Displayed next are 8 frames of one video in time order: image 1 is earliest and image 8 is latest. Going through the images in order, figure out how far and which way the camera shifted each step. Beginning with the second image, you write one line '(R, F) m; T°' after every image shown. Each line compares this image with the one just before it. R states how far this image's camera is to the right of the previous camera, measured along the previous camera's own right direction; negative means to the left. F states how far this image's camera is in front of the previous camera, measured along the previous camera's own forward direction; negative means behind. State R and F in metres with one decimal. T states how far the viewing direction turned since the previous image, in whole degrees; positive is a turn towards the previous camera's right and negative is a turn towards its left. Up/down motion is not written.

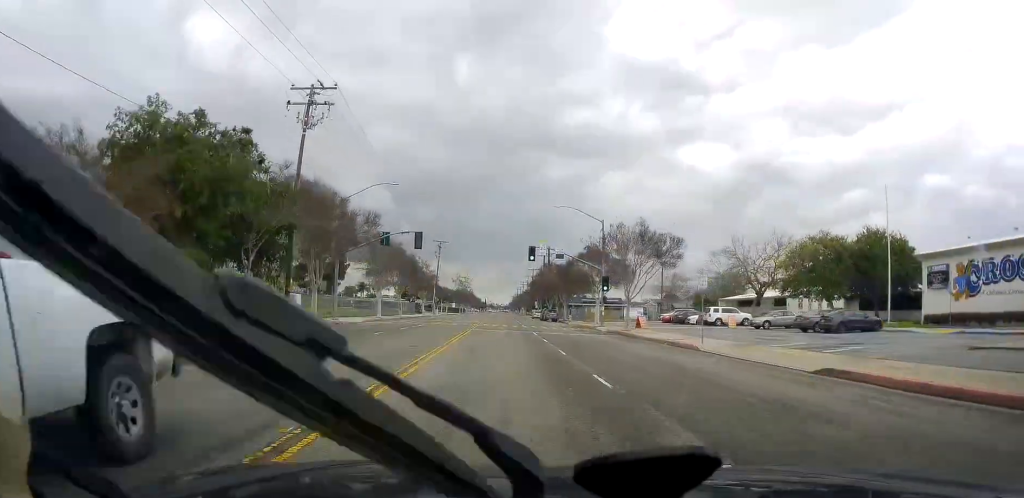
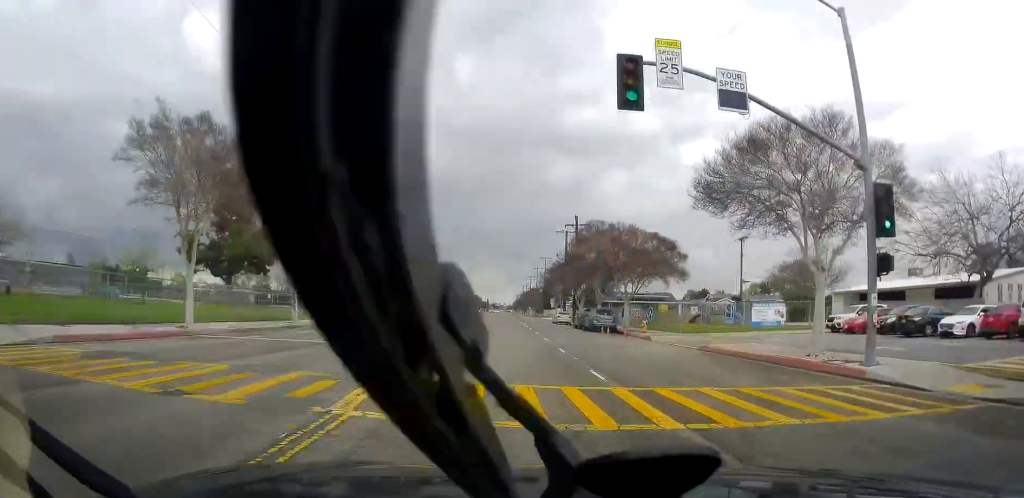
(0.0, +39.7) m; 0°
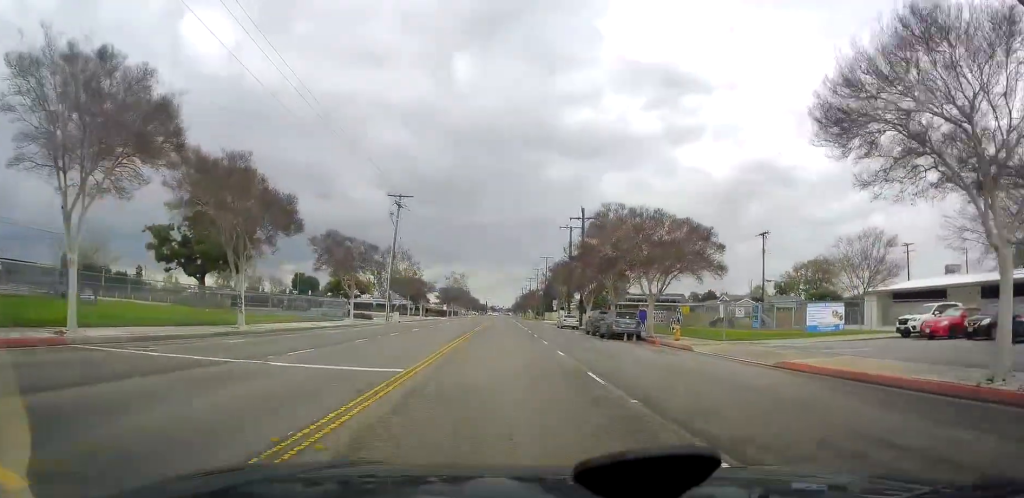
(0.0, +7.6) m; 0°
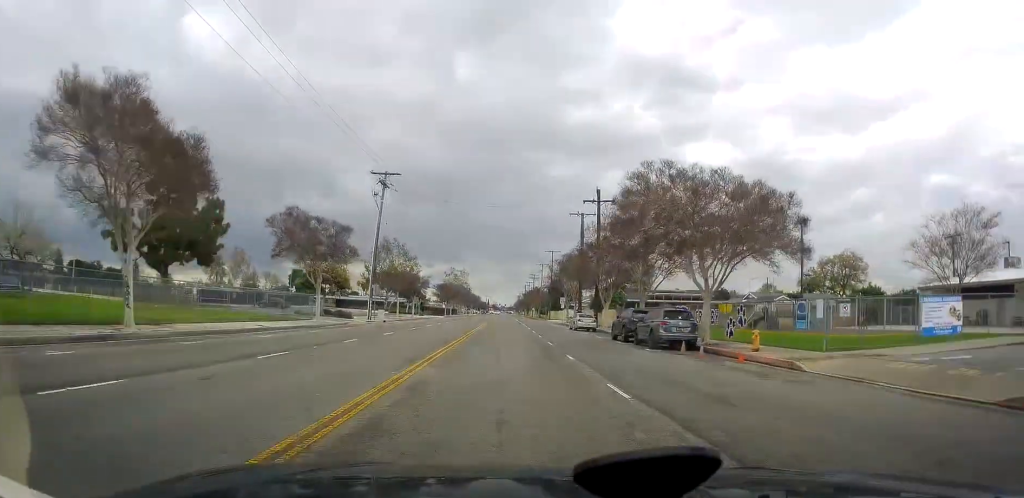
(0.0, +9.9) m; 0°
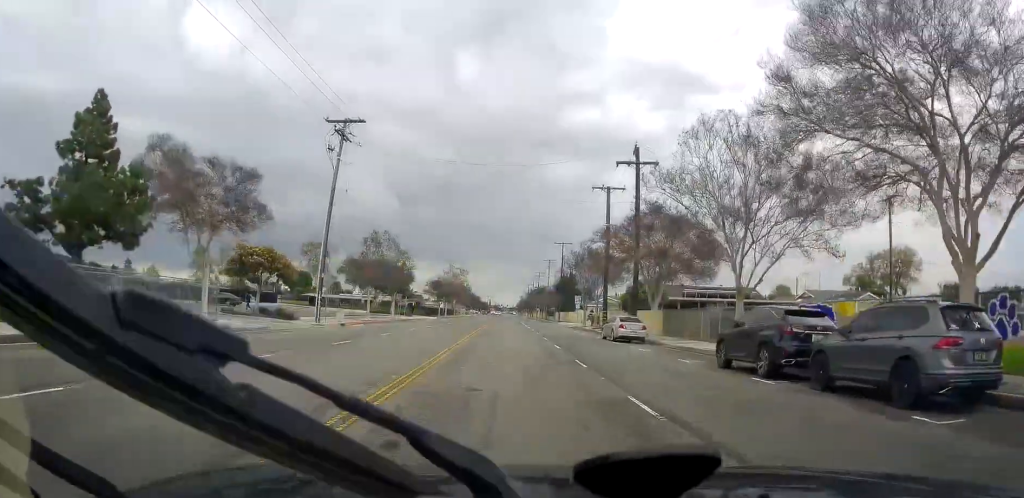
(0.0, +16.6) m; 0°
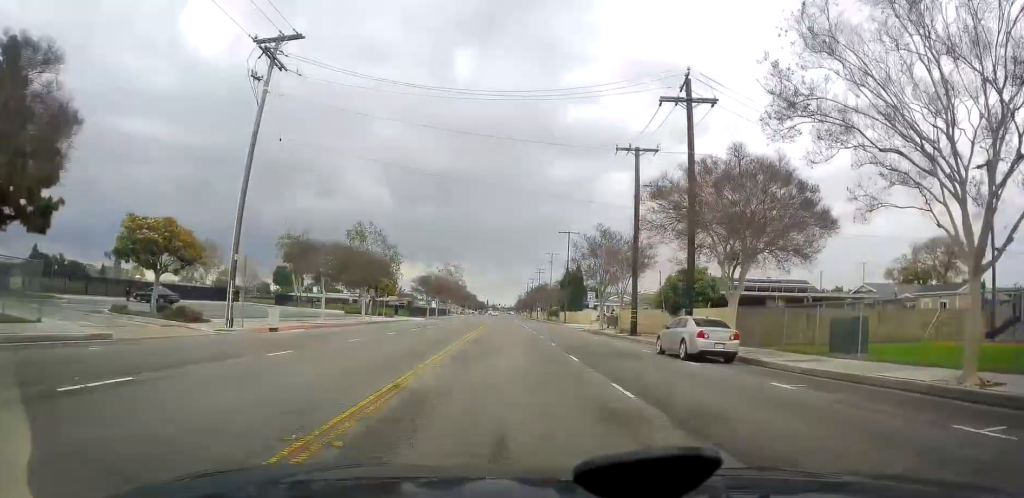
(0.0, +13.3) m; 0°
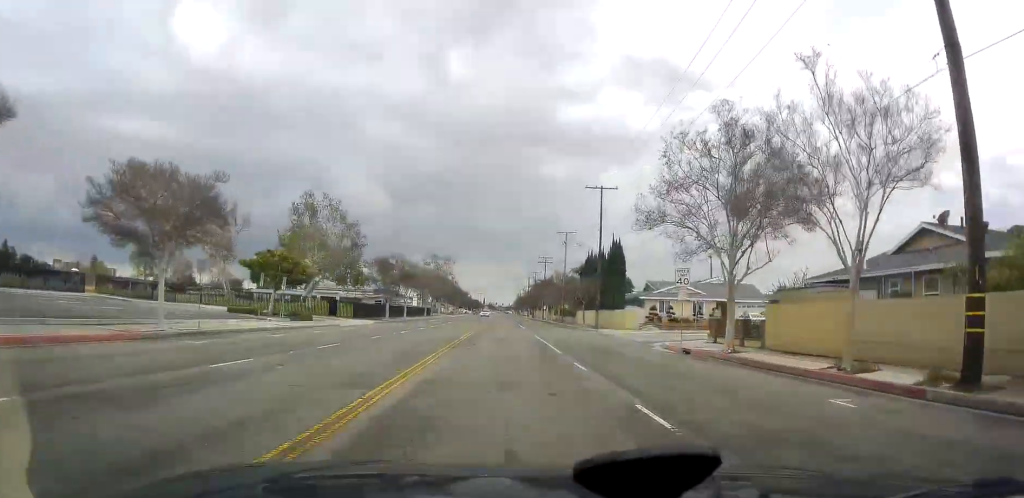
(0.0, +32.7) m; 0°
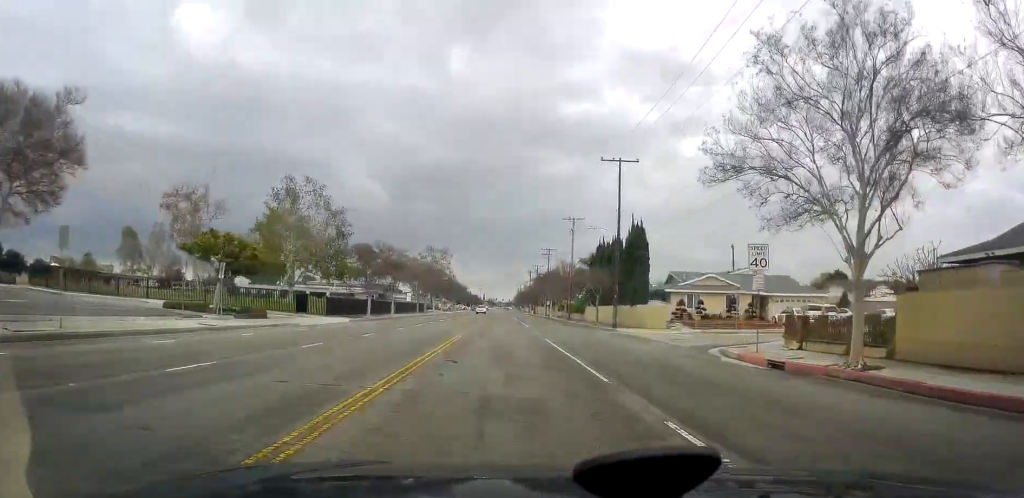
(0.0, +9.3) m; 0°
